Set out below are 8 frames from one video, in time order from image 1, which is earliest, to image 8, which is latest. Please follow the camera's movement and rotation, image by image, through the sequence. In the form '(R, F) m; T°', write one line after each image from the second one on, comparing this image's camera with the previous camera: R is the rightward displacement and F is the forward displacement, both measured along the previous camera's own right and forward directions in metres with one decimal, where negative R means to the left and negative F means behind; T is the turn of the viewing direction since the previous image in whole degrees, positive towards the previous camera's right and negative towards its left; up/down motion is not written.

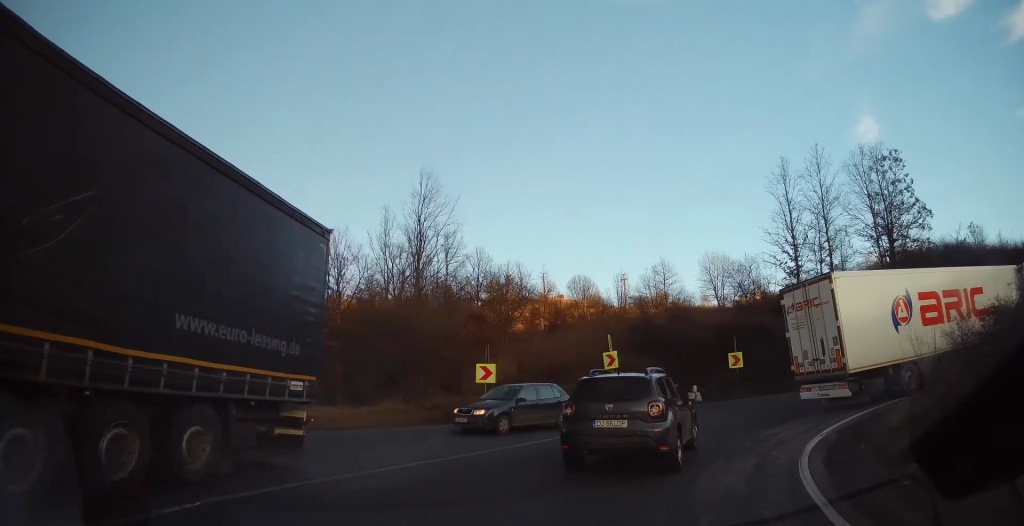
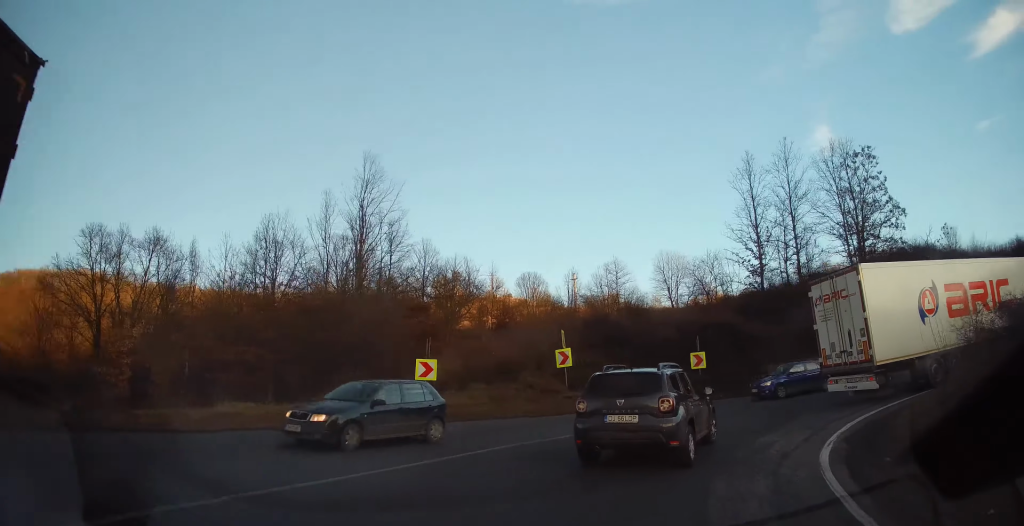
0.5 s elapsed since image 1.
(+0.3, +2.5) m; +9°
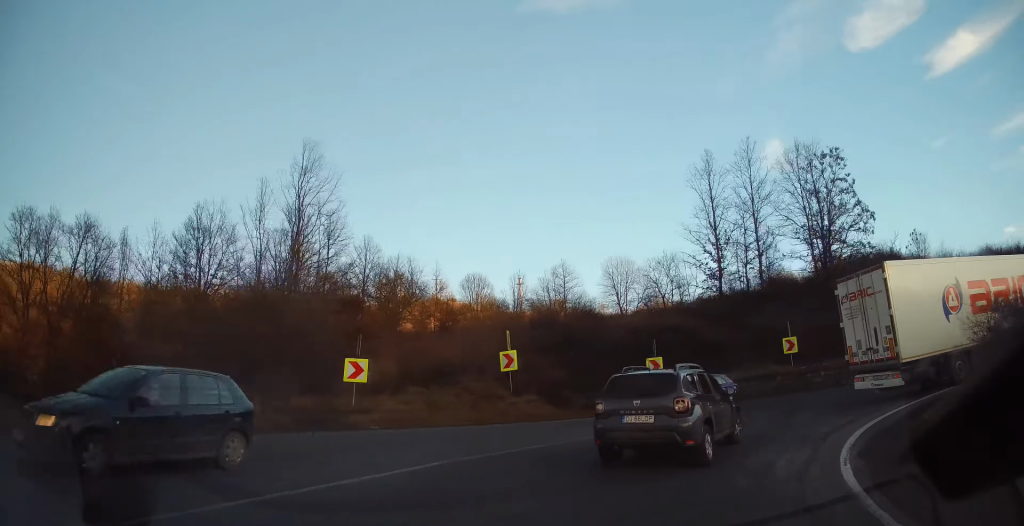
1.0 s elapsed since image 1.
(+0.2, +2.5) m; +8°
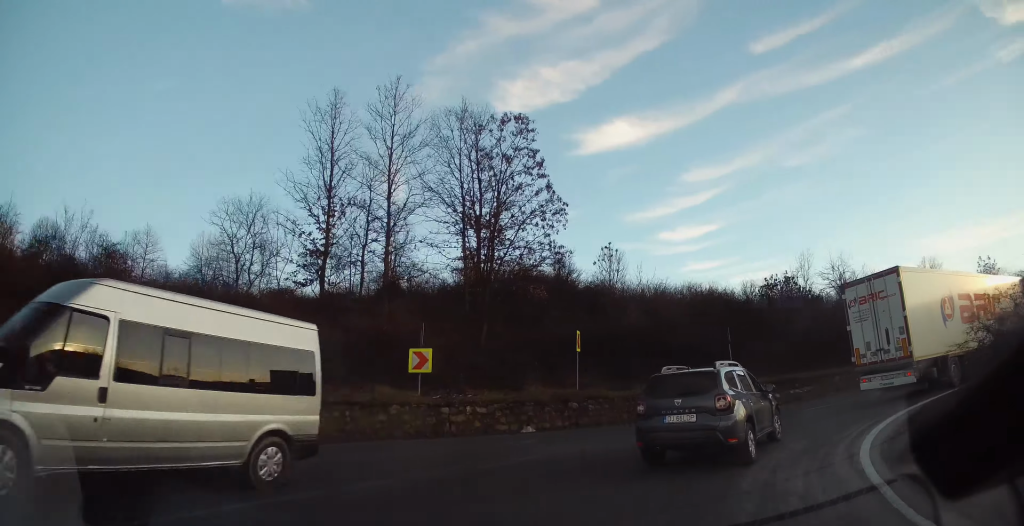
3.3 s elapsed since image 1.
(+3.6, +11.1) m; +41°
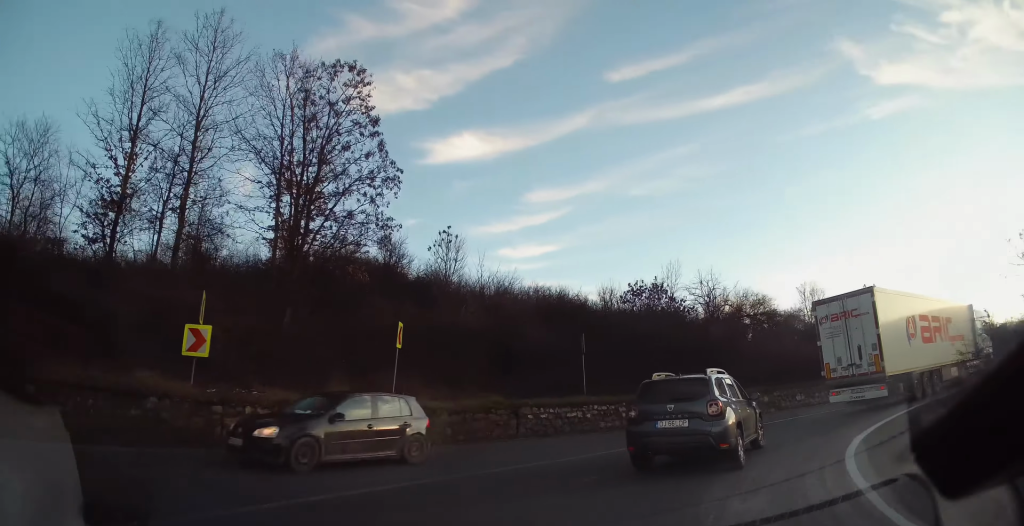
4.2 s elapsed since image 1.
(+0.8, +4.6) m; +20°
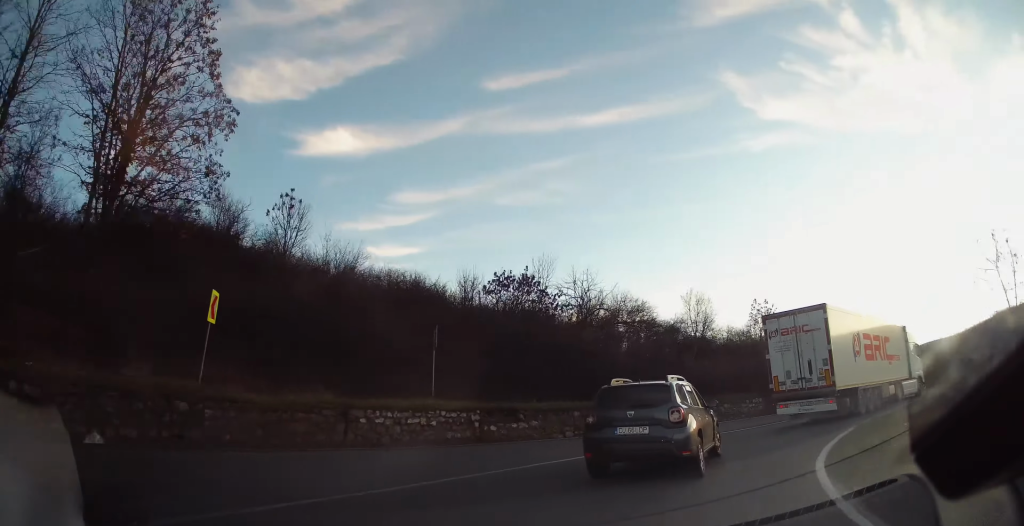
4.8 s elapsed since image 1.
(+0.3, +3.6) m; +14°
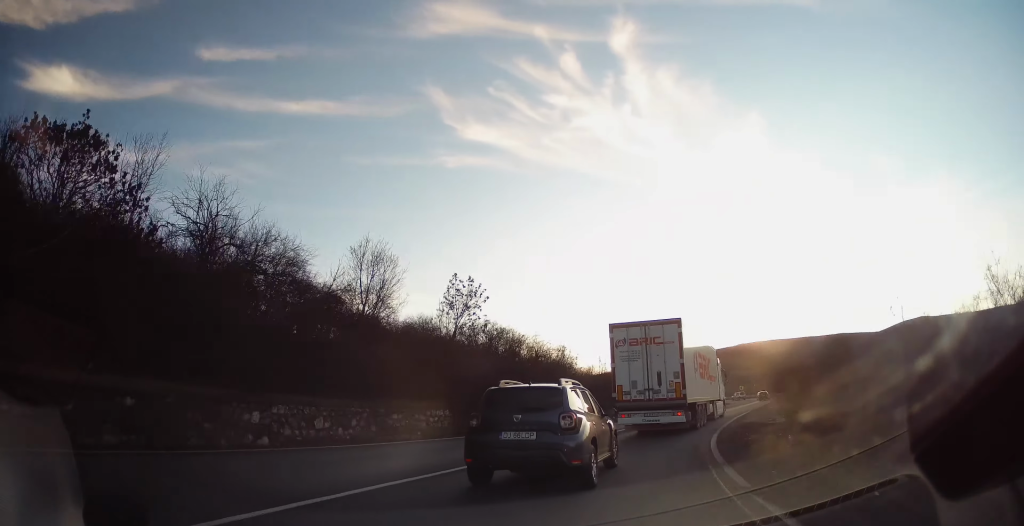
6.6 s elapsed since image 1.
(+2.9, +10.4) m; +29°
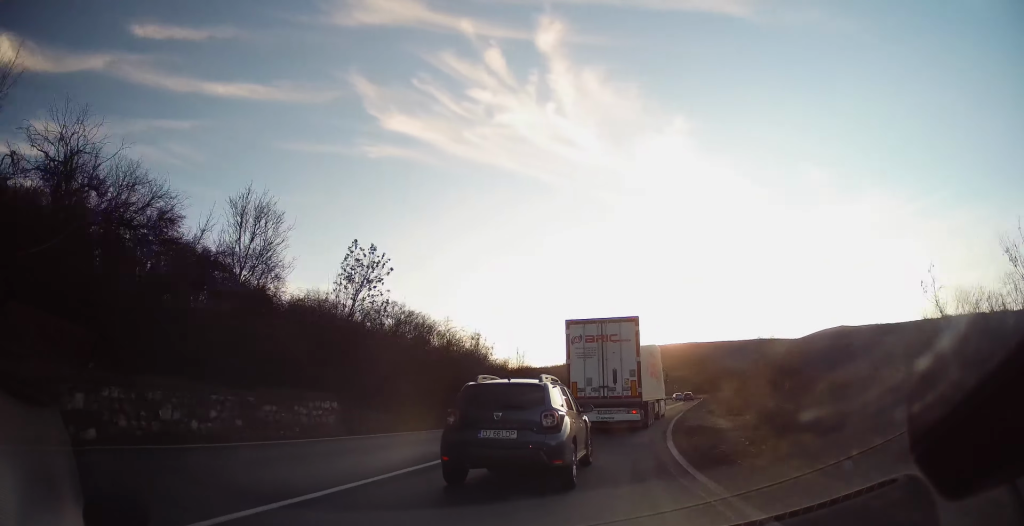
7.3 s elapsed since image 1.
(+0.6, +4.0) m; +7°
